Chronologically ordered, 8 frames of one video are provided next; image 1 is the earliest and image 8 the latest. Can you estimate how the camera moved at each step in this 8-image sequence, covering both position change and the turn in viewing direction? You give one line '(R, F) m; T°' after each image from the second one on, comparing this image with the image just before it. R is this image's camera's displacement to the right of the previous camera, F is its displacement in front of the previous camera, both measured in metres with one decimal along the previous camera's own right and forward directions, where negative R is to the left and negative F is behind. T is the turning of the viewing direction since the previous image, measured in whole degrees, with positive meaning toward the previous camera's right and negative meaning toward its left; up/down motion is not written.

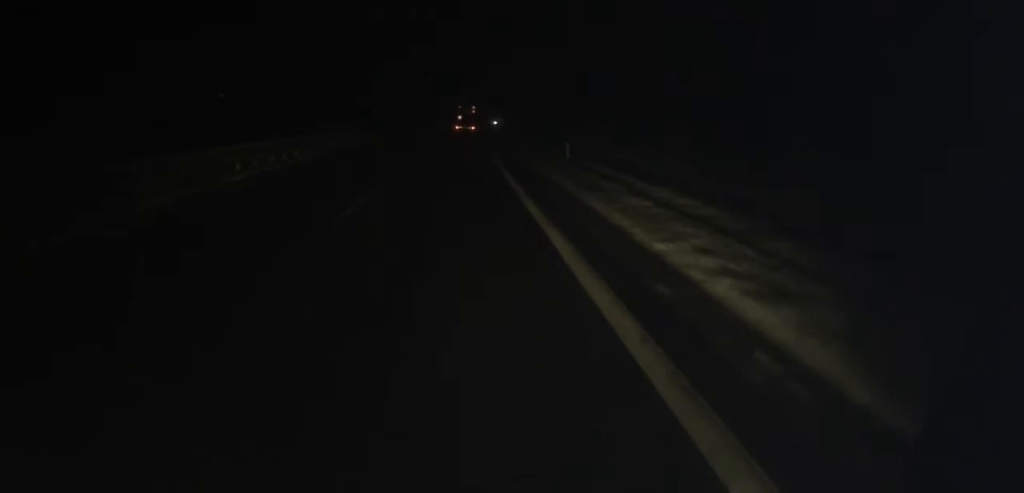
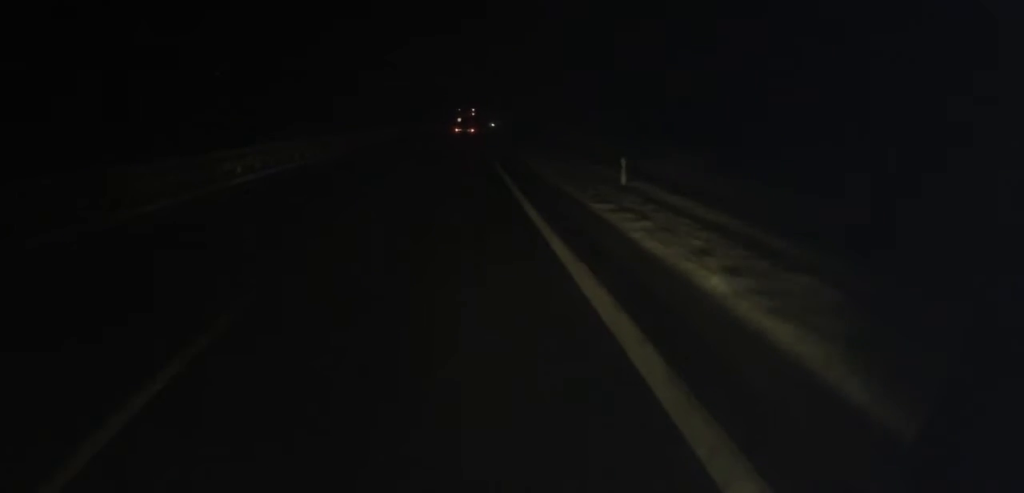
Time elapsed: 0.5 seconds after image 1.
(0.0, +11.7) m; 0°
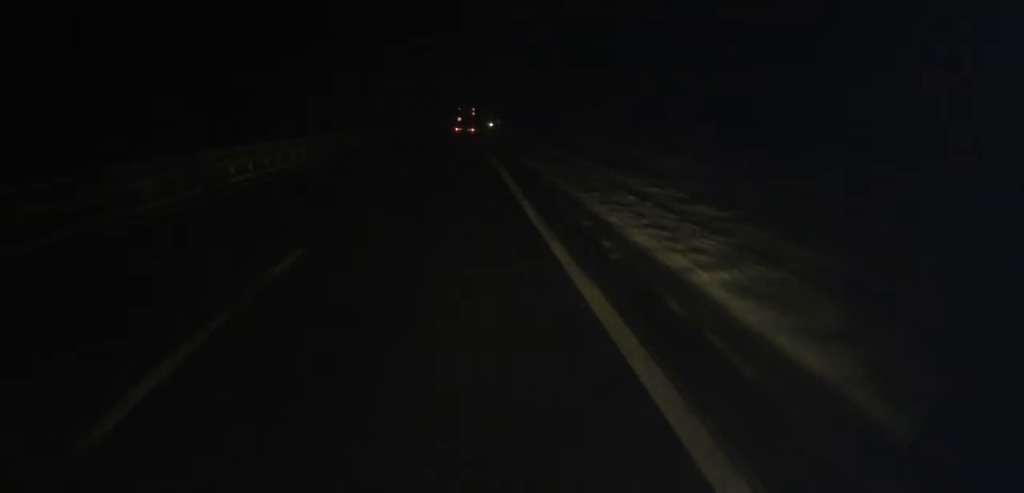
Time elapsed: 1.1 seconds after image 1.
(0.0, +14.7) m; +1°
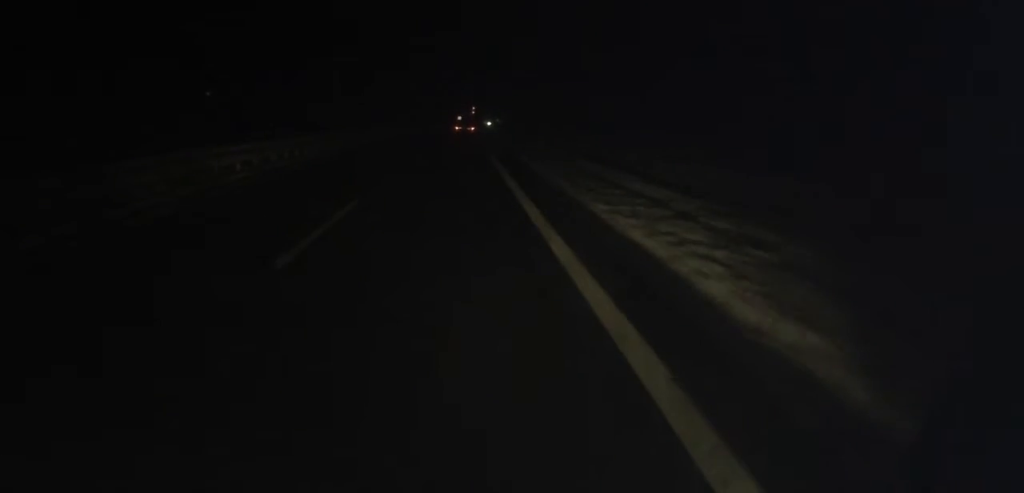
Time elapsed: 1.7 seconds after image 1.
(0.0, +13.1) m; +1°
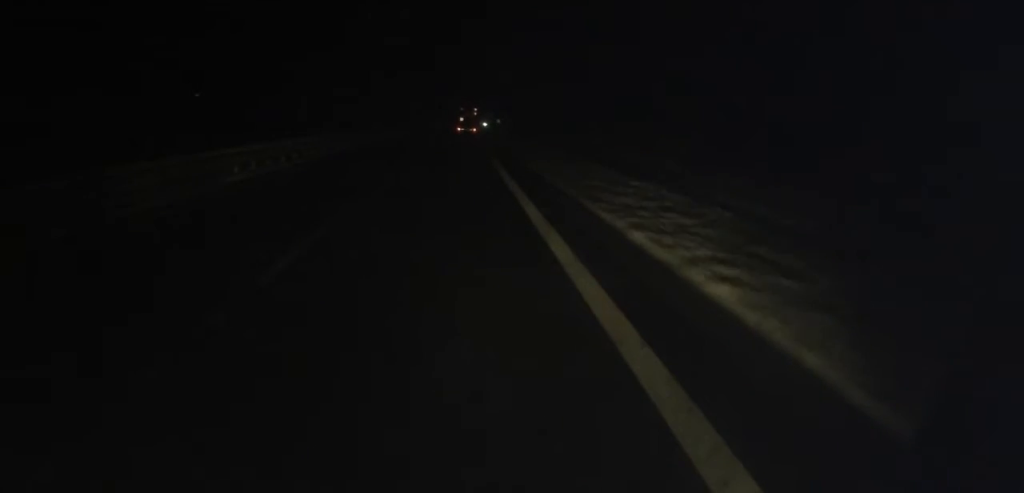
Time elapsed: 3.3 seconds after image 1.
(+0.8, +37.4) m; 0°
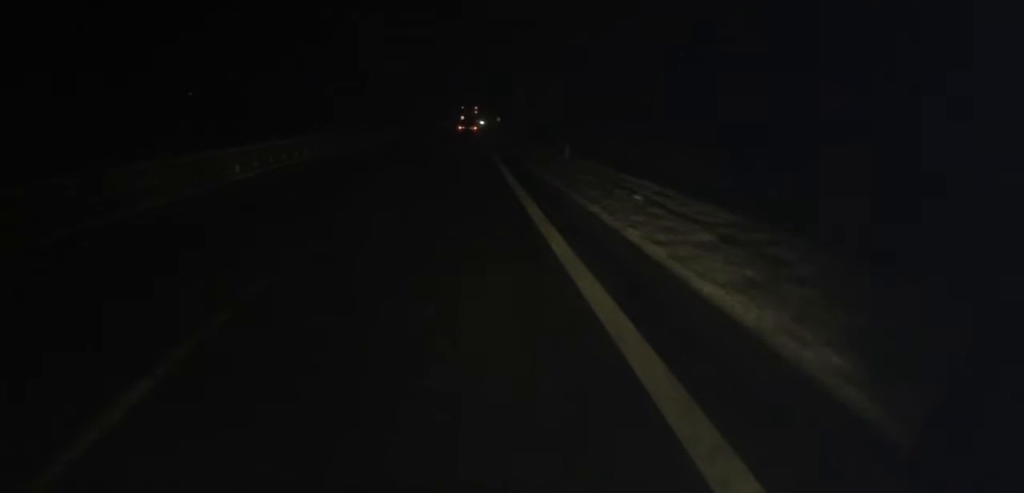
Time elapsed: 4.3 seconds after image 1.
(-0.4, +21.6) m; 0°
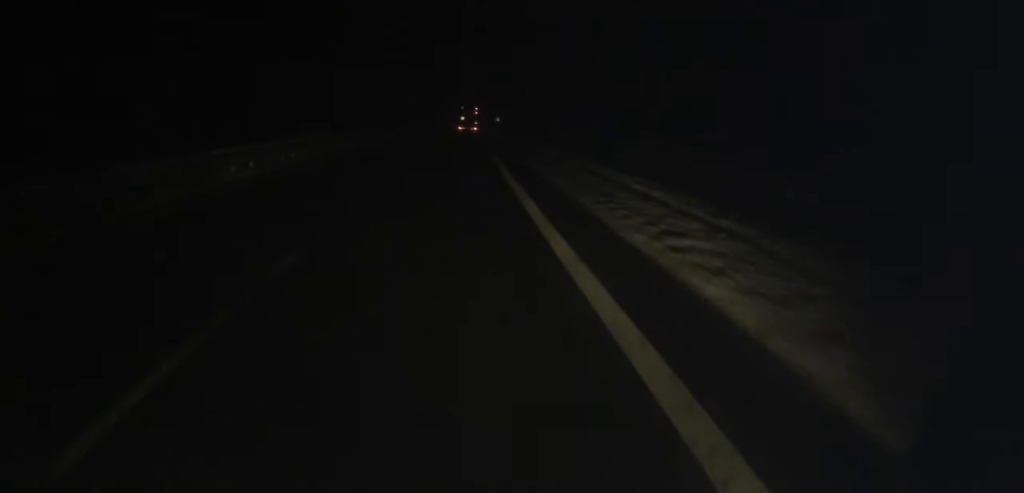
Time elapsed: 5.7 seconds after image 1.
(+0.5, +34.1) m; +1°
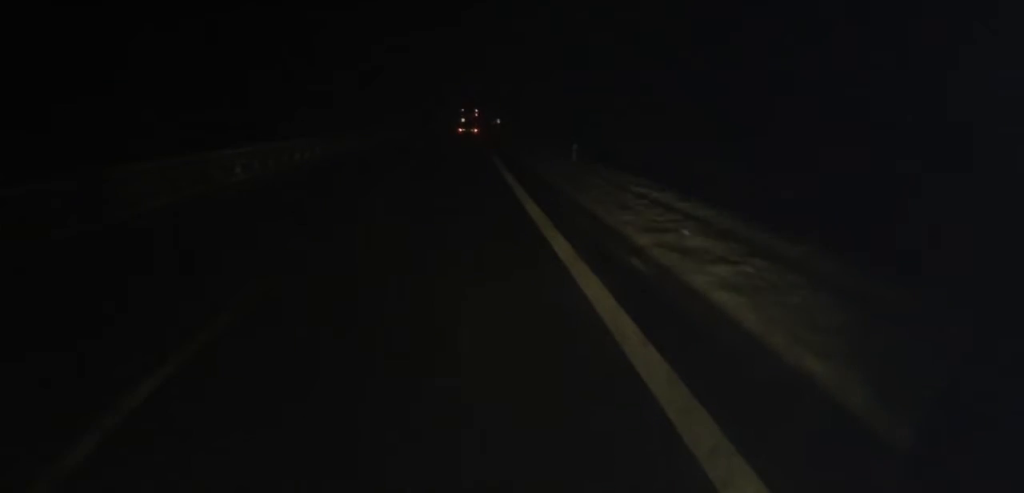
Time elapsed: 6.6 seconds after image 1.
(0.0, +19.5) m; 0°
